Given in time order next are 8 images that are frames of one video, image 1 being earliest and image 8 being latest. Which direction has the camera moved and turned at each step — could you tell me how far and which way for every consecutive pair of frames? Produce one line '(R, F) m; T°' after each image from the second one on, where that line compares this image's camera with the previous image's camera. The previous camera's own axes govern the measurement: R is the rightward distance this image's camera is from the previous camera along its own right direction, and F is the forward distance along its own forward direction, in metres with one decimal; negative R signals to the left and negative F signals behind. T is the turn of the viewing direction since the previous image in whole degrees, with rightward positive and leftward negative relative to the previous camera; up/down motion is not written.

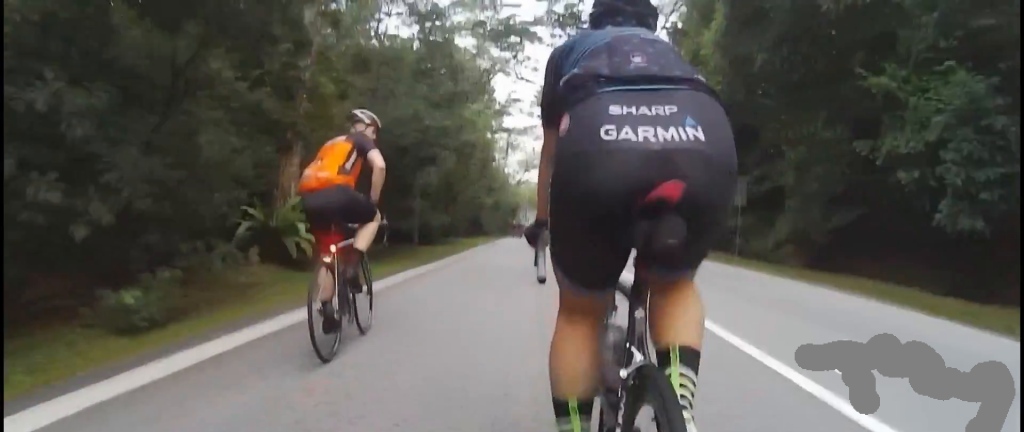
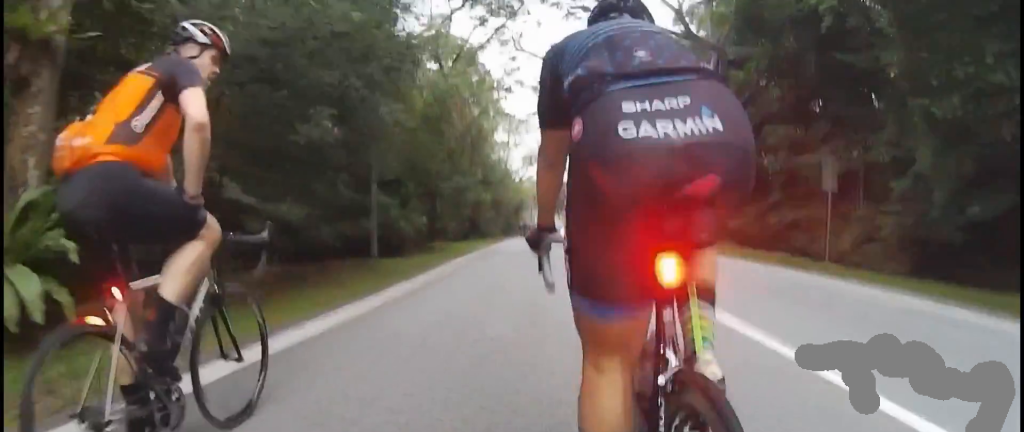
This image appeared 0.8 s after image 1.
(+0.5, +7.6) m; -1°
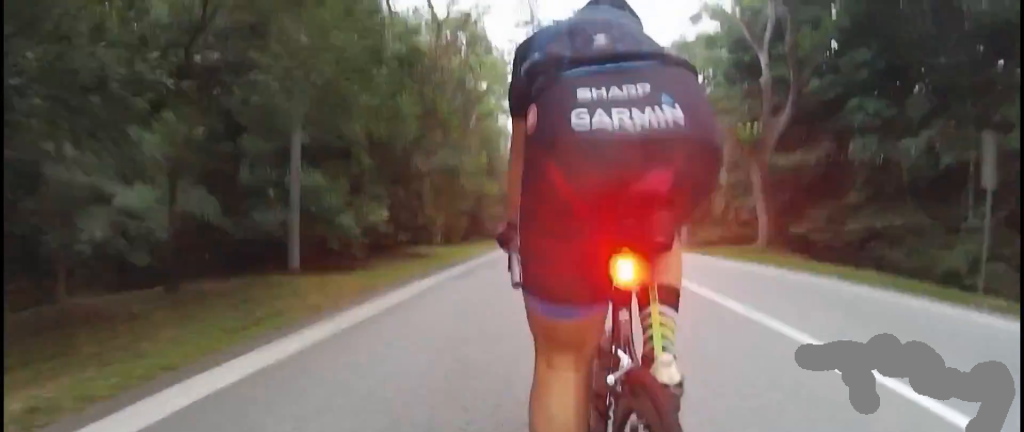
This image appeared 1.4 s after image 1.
(-0.5, +6.8) m; -5°
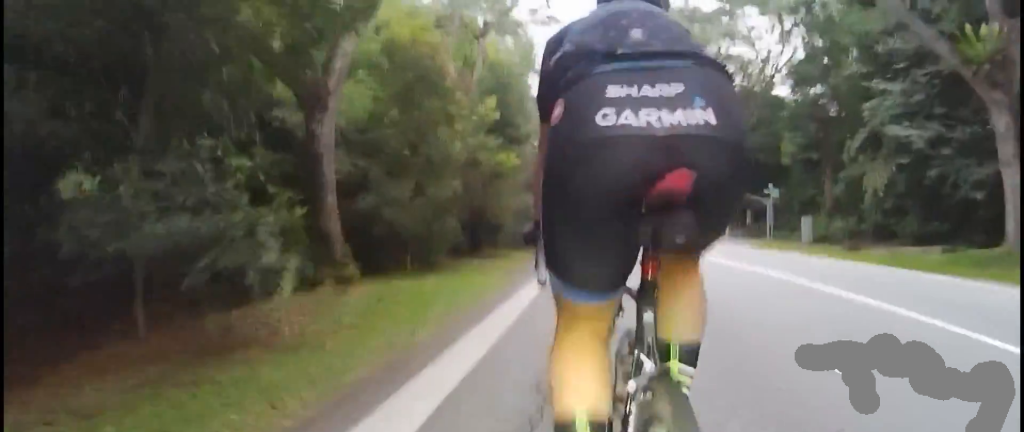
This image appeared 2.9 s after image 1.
(-0.7, +14.2) m; -4°
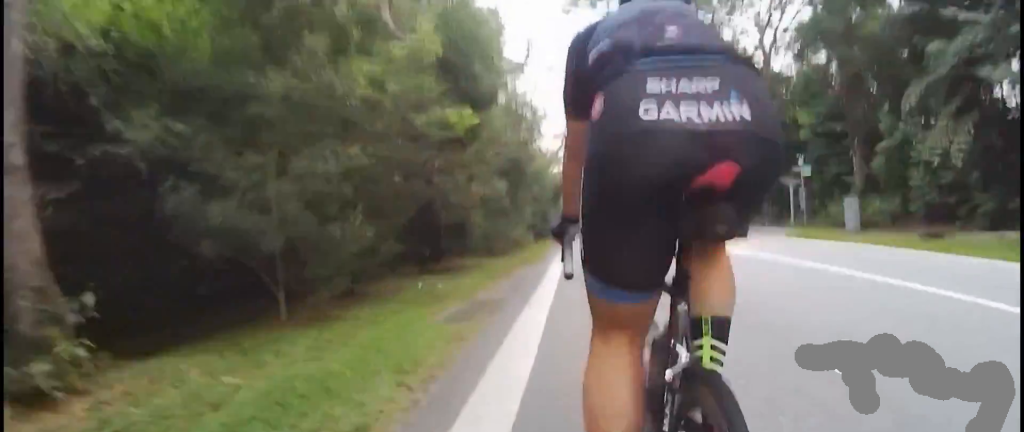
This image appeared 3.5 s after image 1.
(+0.1, +5.8) m; -2°
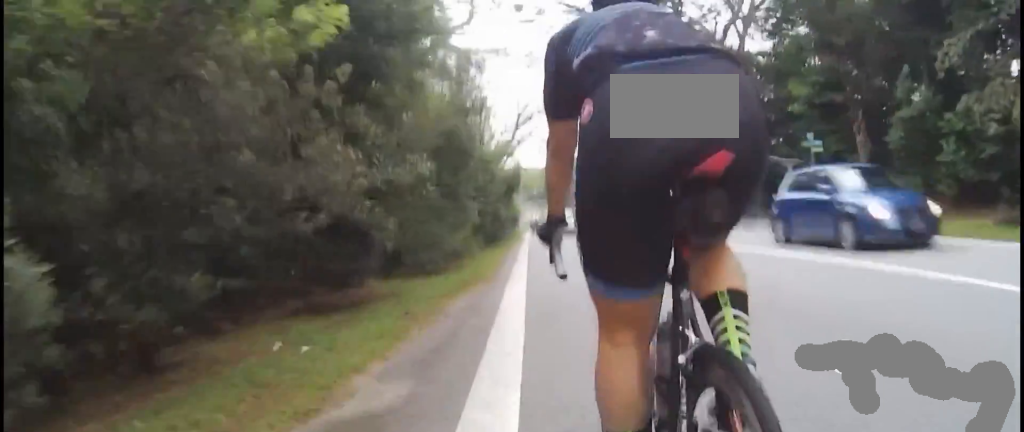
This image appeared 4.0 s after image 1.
(-0.2, +4.8) m; 0°
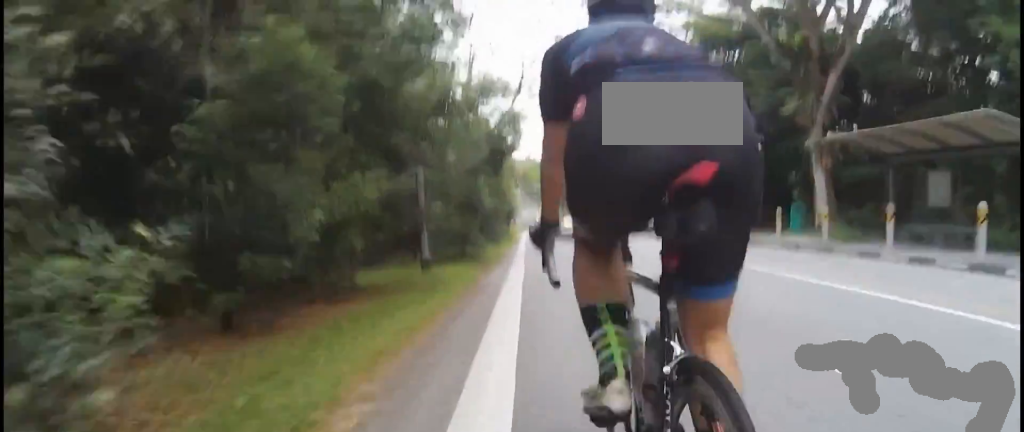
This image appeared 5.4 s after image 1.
(+0.1, +13.6) m; +3°
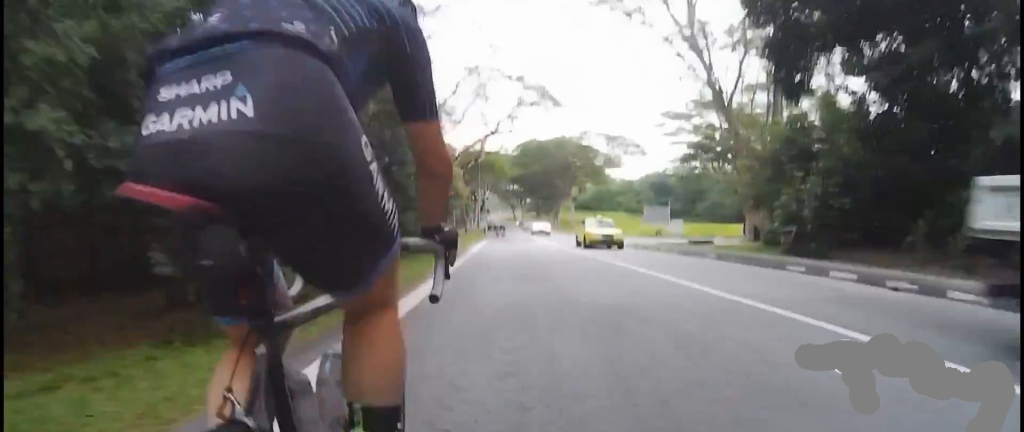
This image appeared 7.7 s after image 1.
(+1.8, +25.3) m; +10°
